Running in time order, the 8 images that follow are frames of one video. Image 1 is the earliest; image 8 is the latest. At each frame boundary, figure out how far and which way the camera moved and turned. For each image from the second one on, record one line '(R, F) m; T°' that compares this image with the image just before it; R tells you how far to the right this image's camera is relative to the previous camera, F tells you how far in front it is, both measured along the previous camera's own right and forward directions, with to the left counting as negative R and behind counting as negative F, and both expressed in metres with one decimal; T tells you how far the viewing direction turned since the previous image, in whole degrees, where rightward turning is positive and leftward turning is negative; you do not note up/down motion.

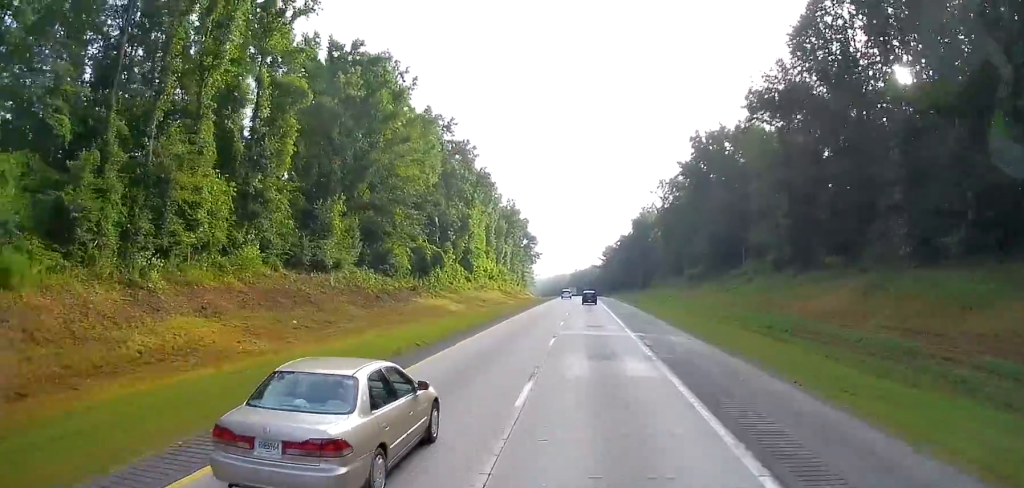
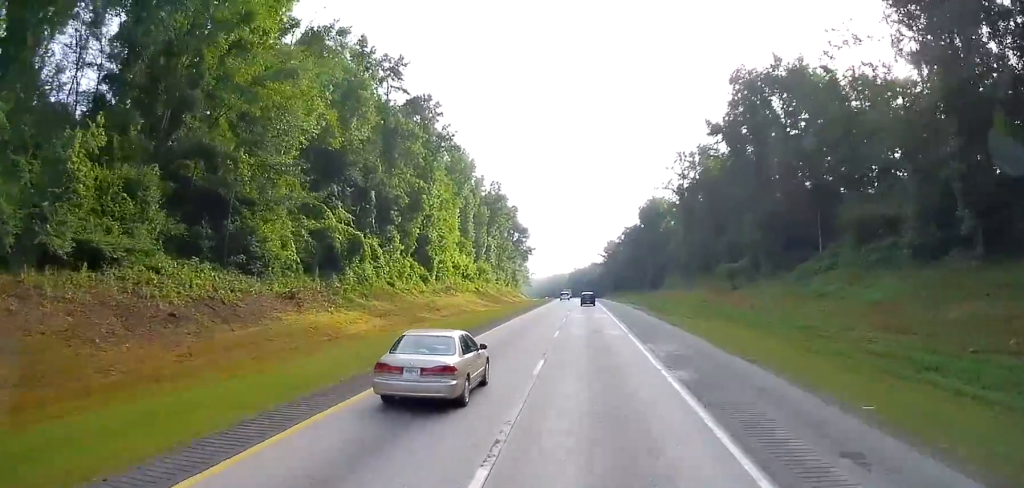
(0.0, +31.4) m; 0°
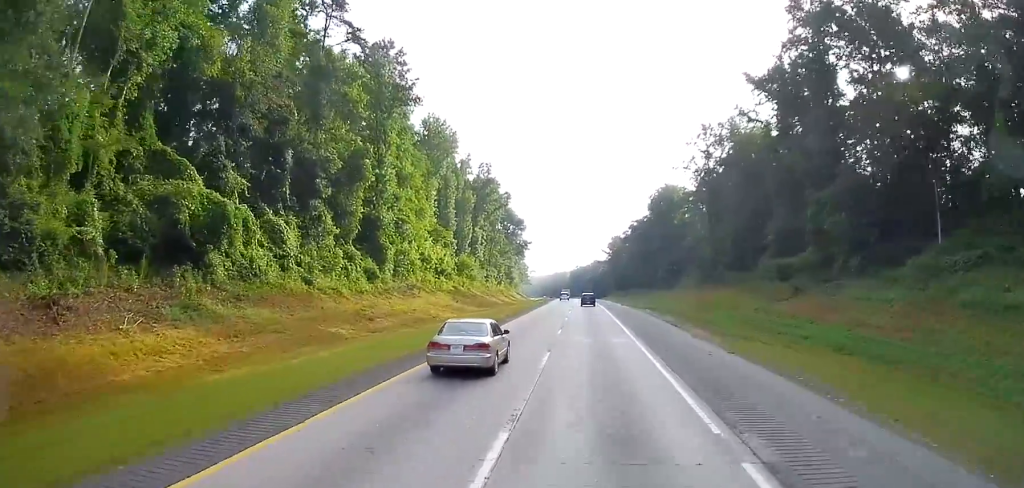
(-0.1, +22.5) m; -1°
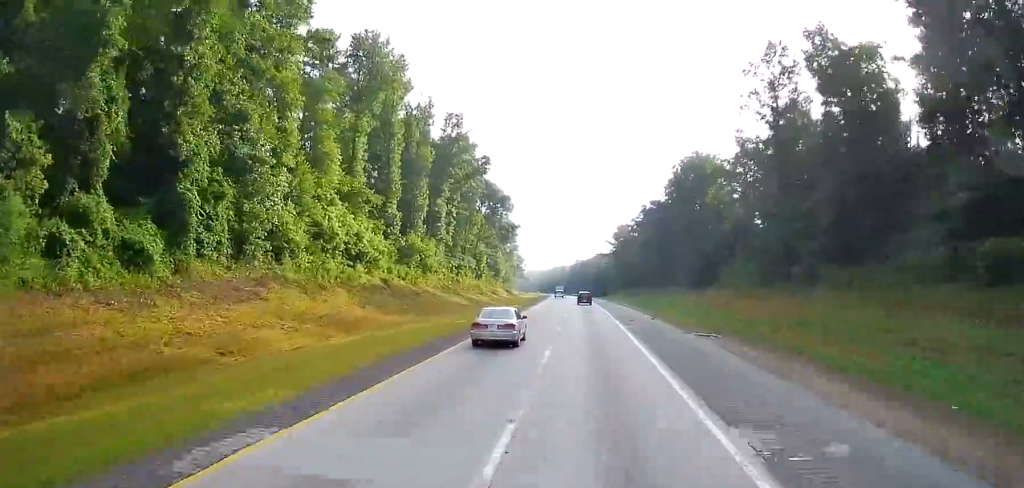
(-0.3, +36.1) m; 0°
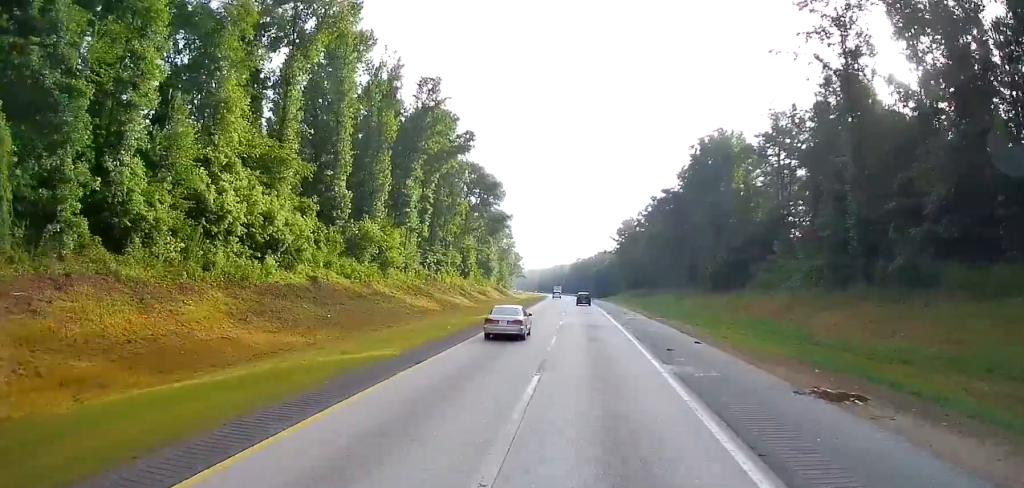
(0.0, +18.4) m; 0°
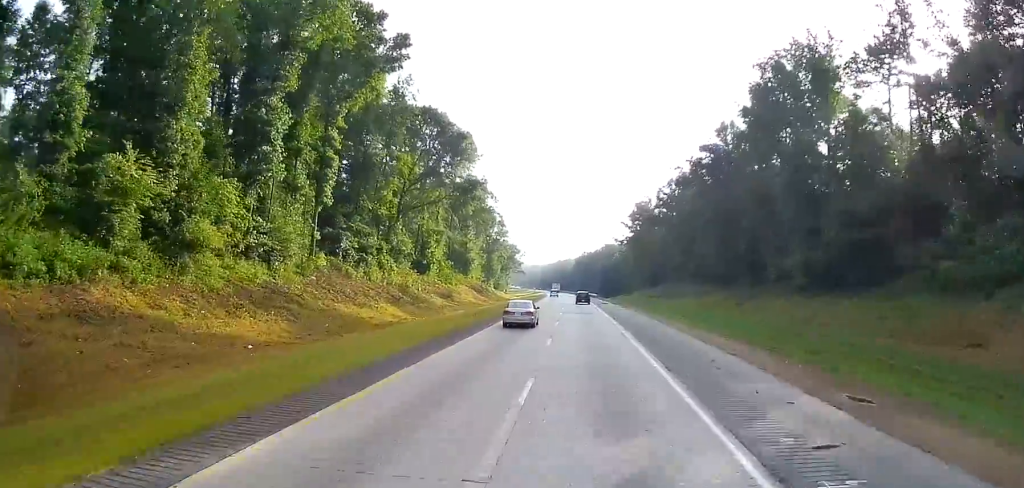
(+0.1, +37.8) m; -1°
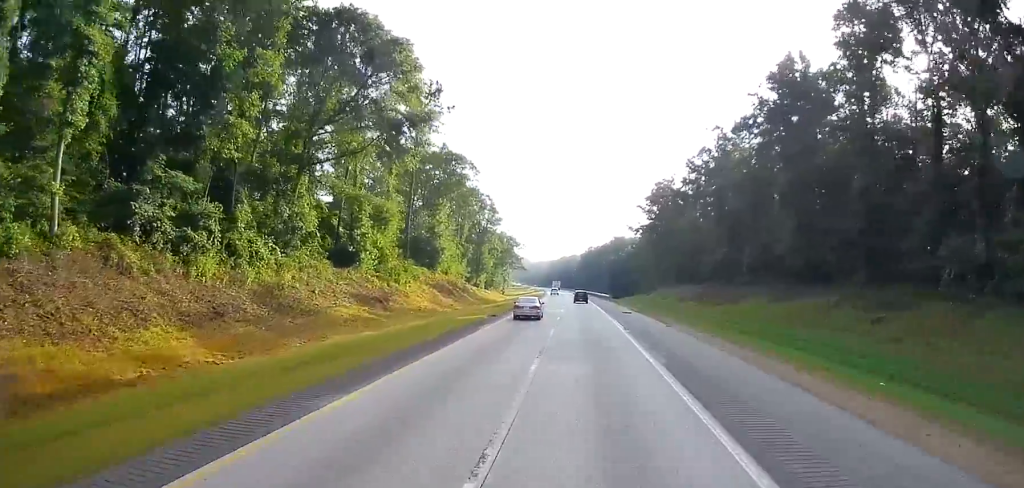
(-0.5, +32.0) m; 0°
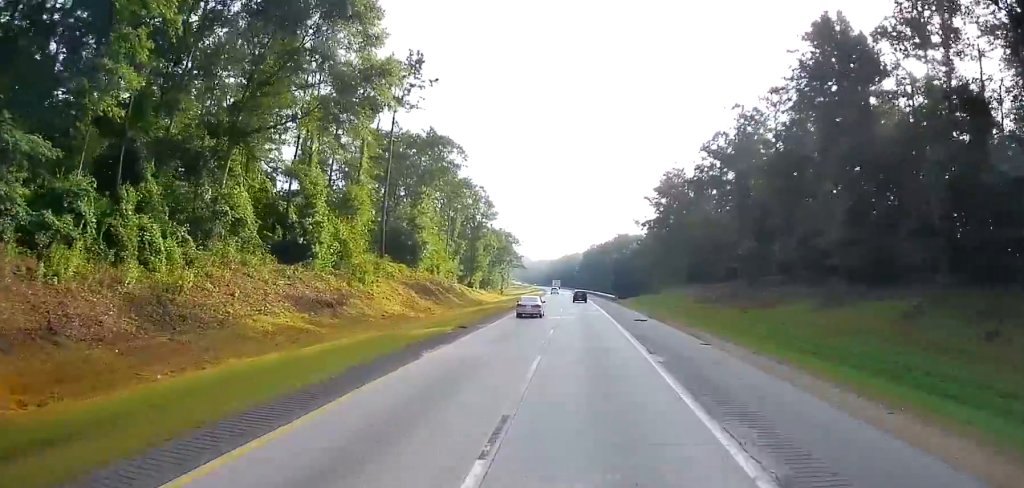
(-0.3, +11.7) m; 0°
